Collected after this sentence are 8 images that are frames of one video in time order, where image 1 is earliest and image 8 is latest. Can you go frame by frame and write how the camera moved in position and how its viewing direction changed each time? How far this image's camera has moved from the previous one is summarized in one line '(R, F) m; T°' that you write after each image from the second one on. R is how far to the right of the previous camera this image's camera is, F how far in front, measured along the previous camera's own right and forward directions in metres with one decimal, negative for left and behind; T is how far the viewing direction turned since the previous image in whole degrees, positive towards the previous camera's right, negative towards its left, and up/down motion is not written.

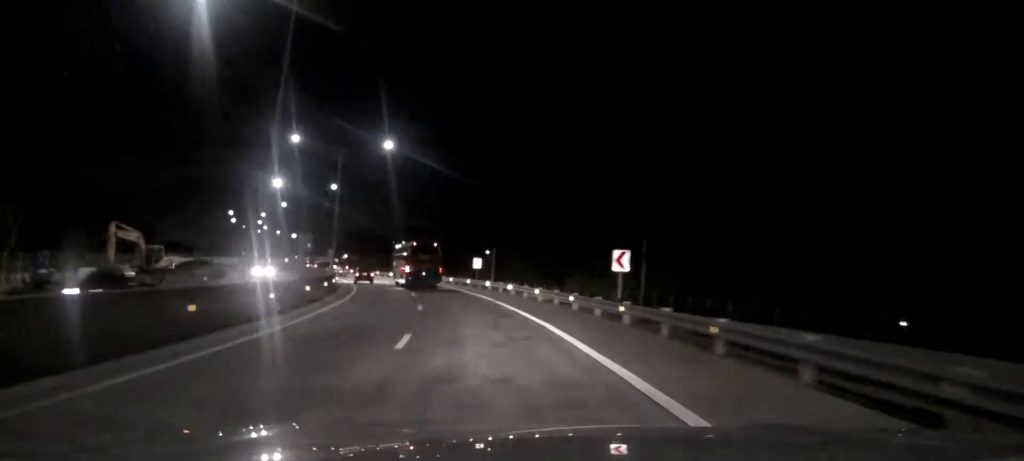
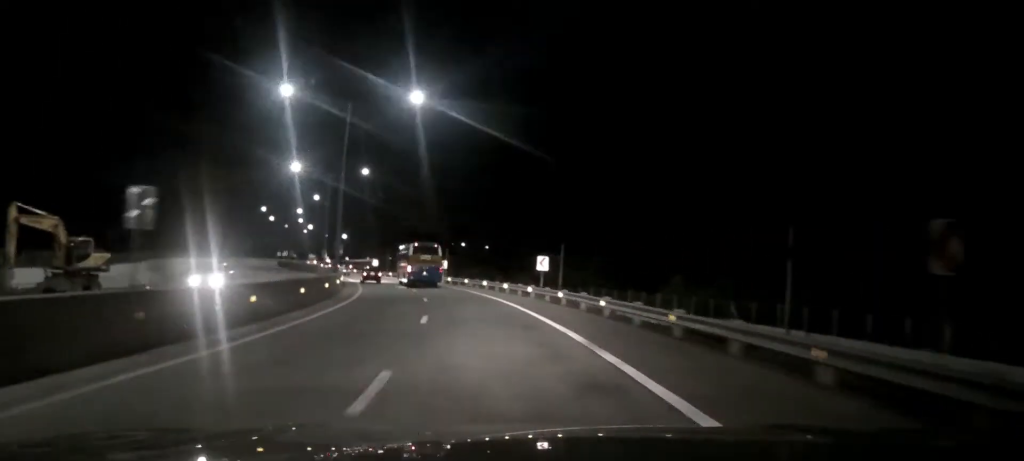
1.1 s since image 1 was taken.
(-0.8, +19.3) m; -5°
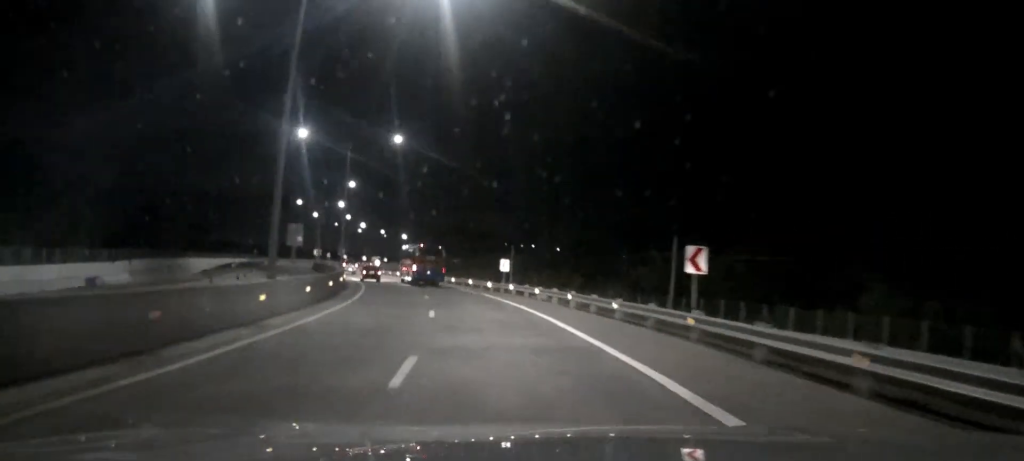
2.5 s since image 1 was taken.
(-1.3, +23.5) m; -6°
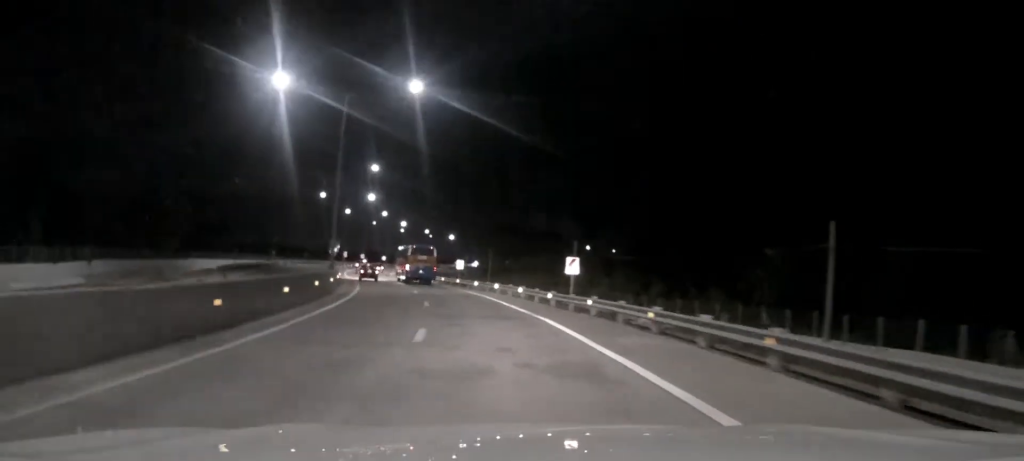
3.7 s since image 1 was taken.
(-0.7, +19.5) m; -4°
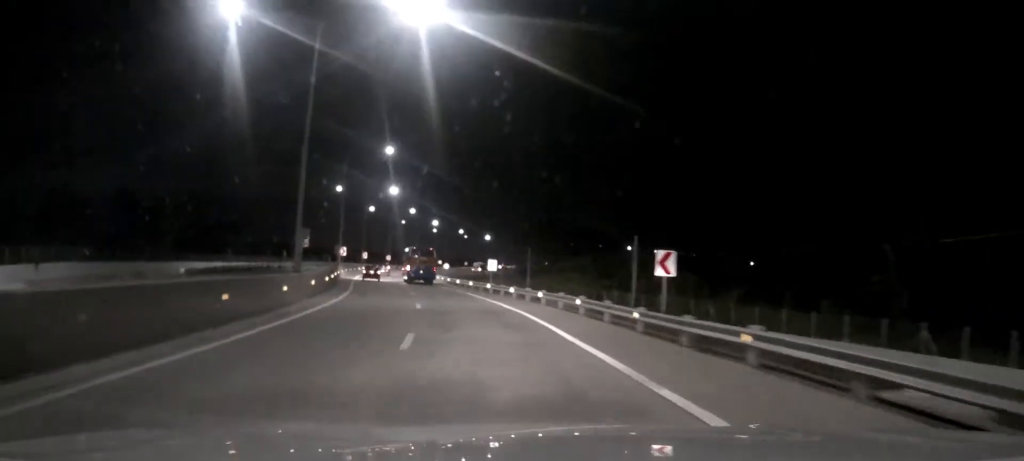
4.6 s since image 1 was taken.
(-0.5, +14.4) m; -3°
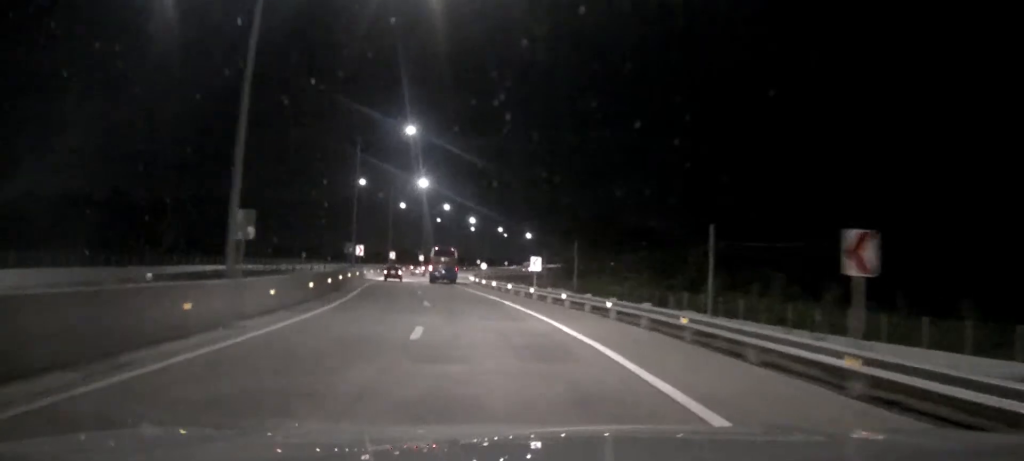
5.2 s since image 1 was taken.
(-0.3, +11.1) m; -3°
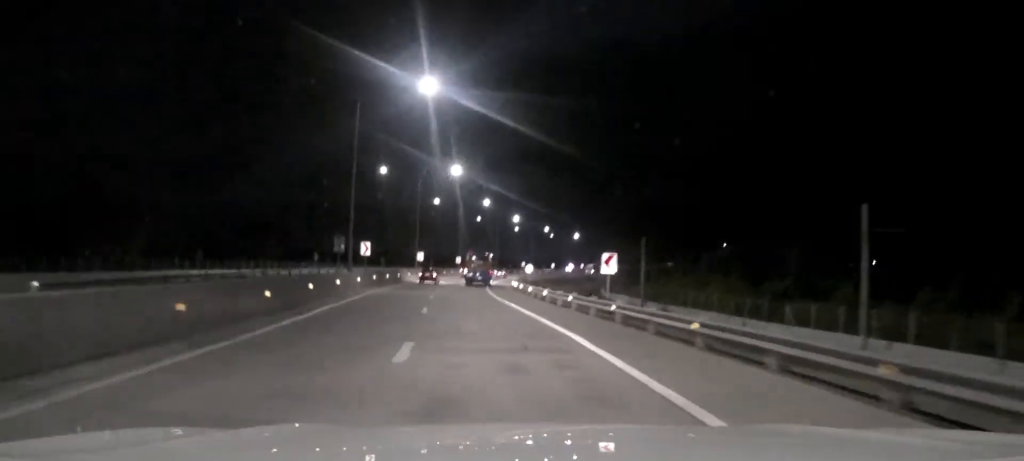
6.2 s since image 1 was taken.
(-0.5, +16.1) m; -3°
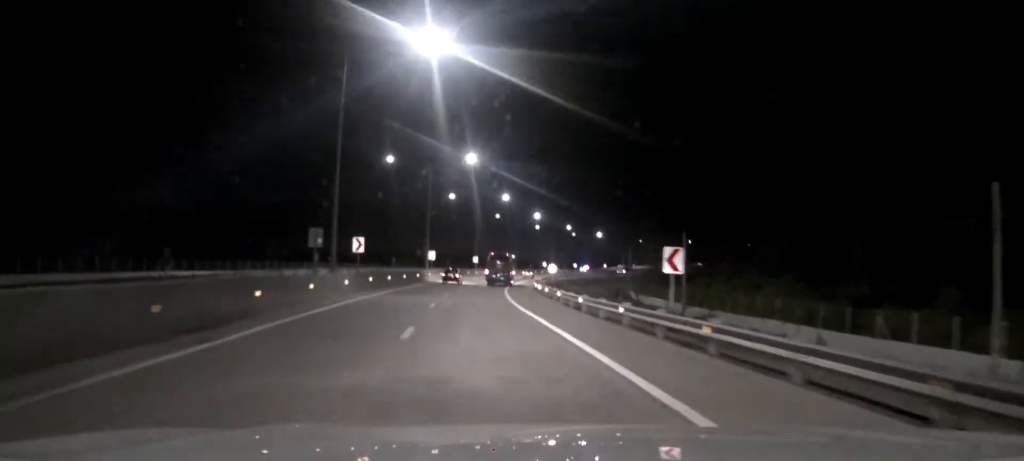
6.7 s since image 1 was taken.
(-0.1, +8.9) m; -1°
